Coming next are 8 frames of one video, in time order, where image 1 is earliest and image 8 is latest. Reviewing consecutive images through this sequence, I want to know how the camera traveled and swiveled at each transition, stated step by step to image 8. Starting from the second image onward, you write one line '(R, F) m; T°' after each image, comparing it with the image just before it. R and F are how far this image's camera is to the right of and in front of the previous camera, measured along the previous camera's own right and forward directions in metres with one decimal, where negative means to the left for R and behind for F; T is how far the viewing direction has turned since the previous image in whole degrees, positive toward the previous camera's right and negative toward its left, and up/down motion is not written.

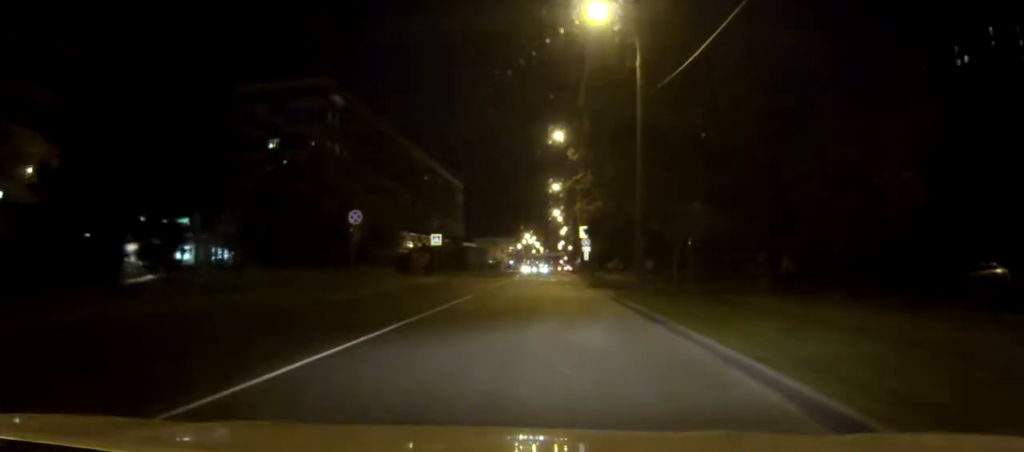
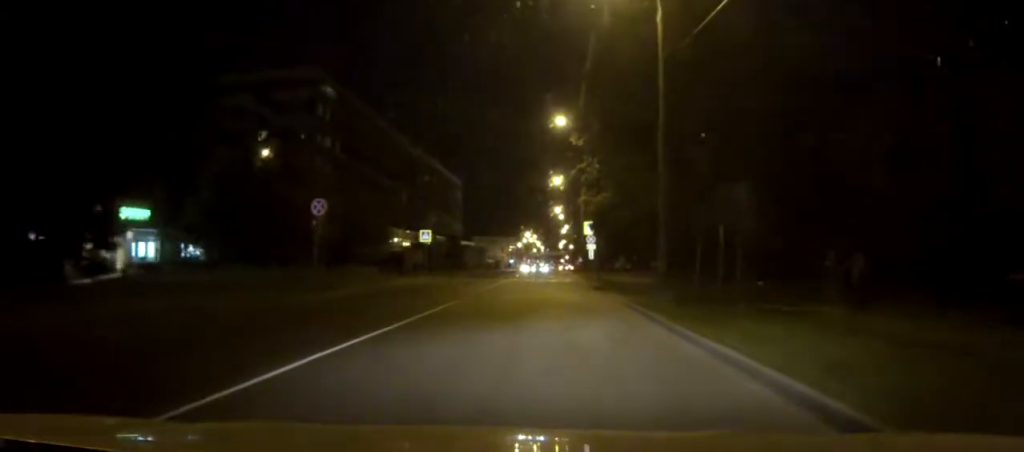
(+0.1, +6.0) m; +1°
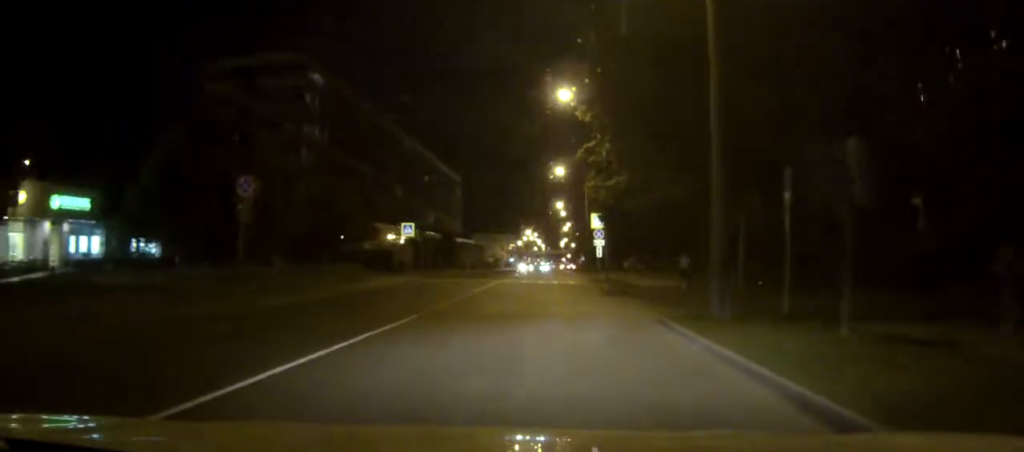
(+0.1, +7.9) m; 0°
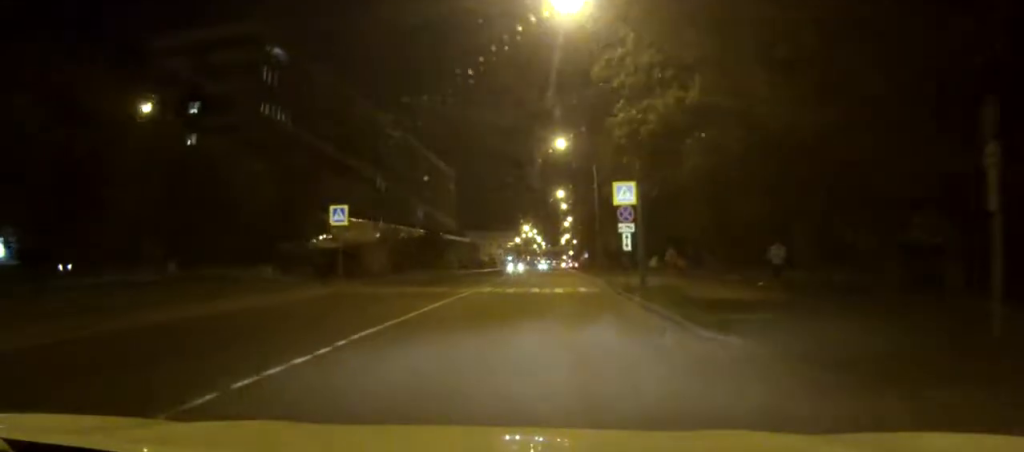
(-0.2, +17.0) m; -1°
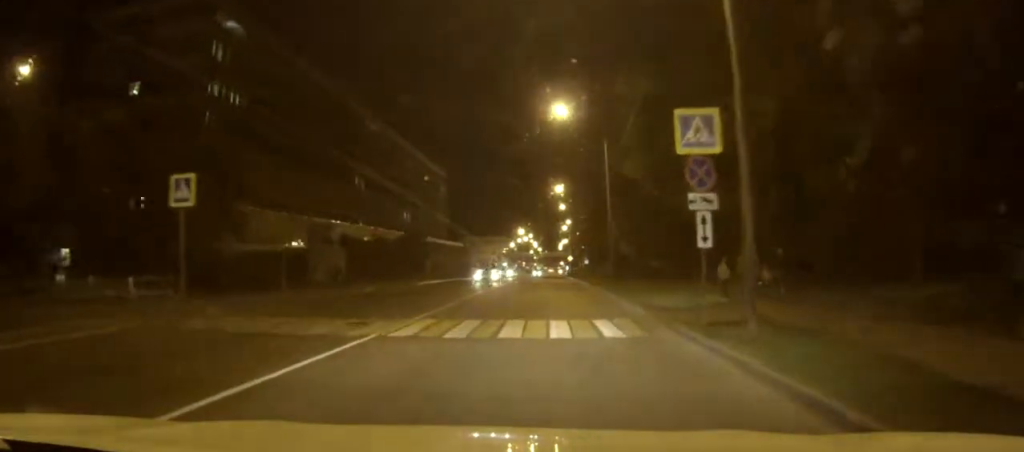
(+0.1, +15.6) m; 0°
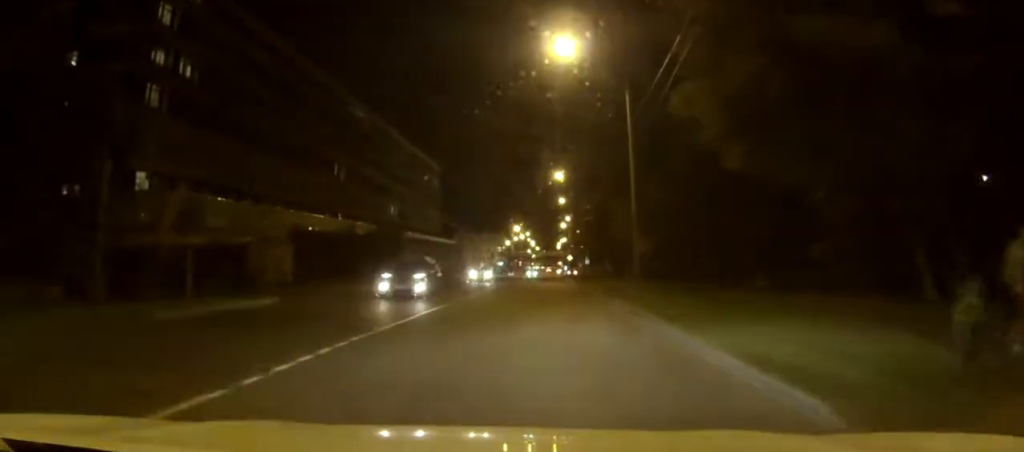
(0.0, +13.7) m; 0°
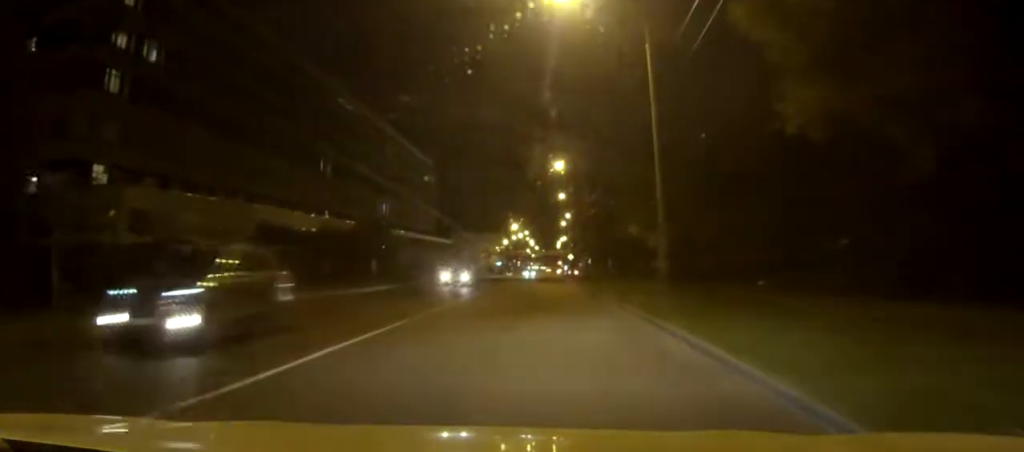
(0.0, +7.6) m; 0°
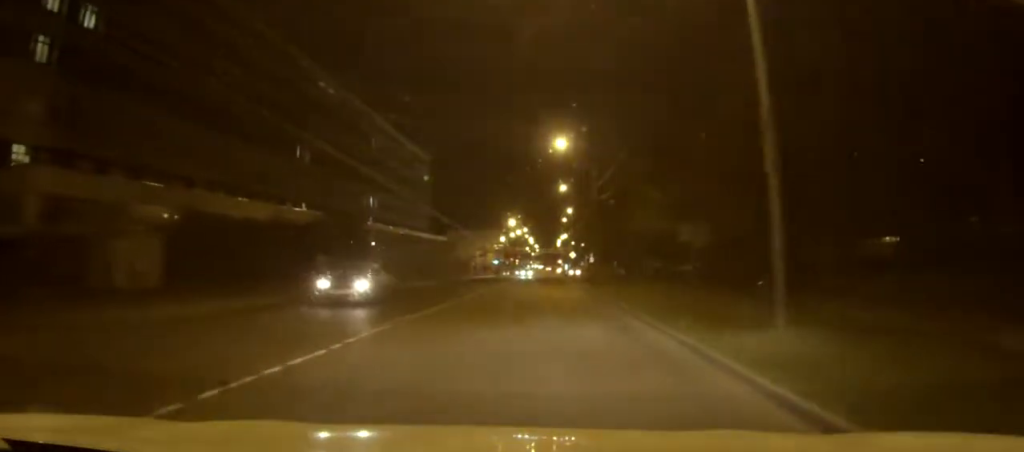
(0.0, +12.2) m; 0°
